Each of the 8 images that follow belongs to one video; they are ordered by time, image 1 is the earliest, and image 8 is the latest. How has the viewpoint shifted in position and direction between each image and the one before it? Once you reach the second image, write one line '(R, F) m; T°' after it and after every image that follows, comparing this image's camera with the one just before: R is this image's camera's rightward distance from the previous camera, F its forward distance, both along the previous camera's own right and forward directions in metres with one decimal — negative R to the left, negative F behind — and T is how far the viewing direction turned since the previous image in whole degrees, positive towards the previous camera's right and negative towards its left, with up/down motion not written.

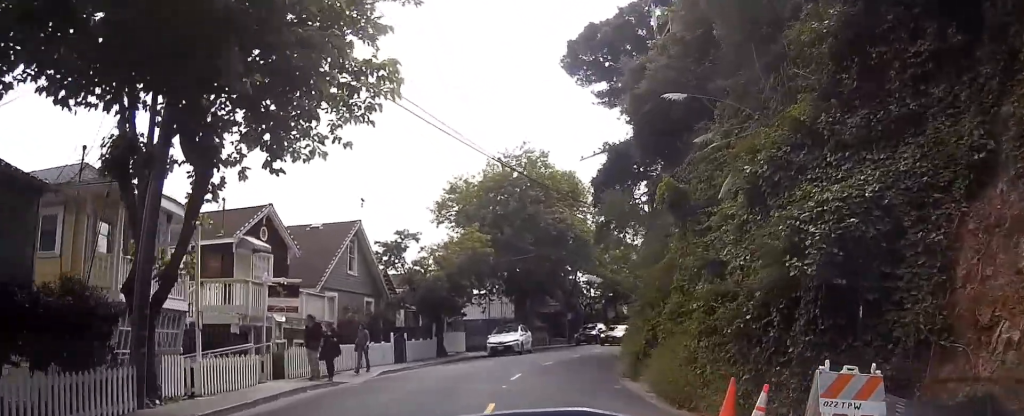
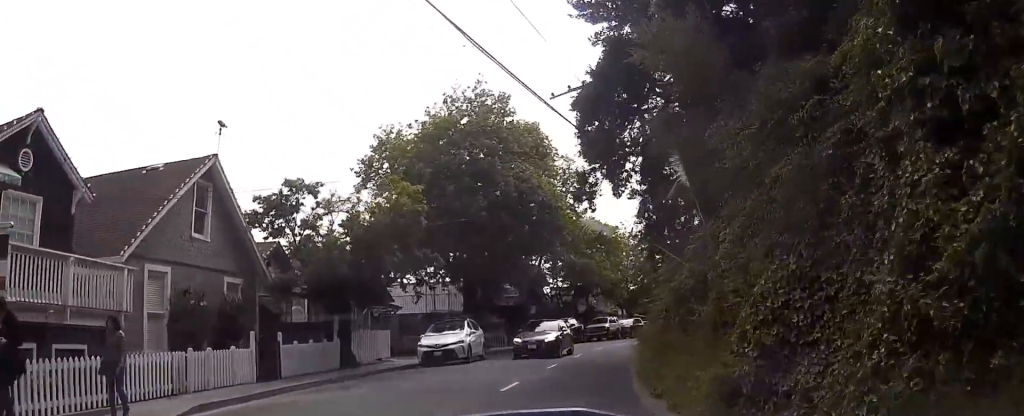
(+0.2, +11.6) m; +5°
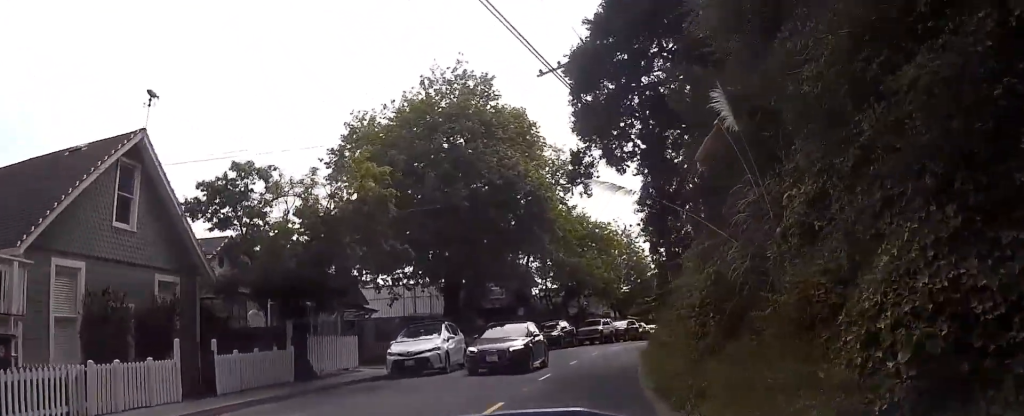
(+0.1, +3.6) m; +3°
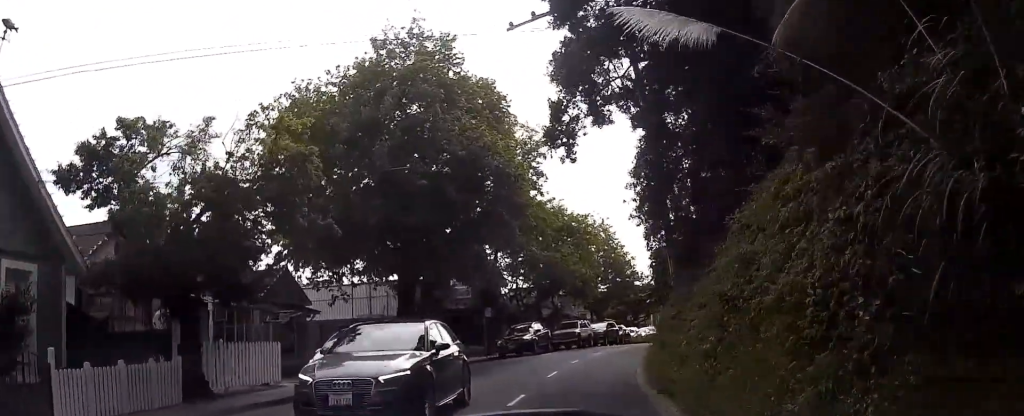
(+0.2, +5.4) m; +4°
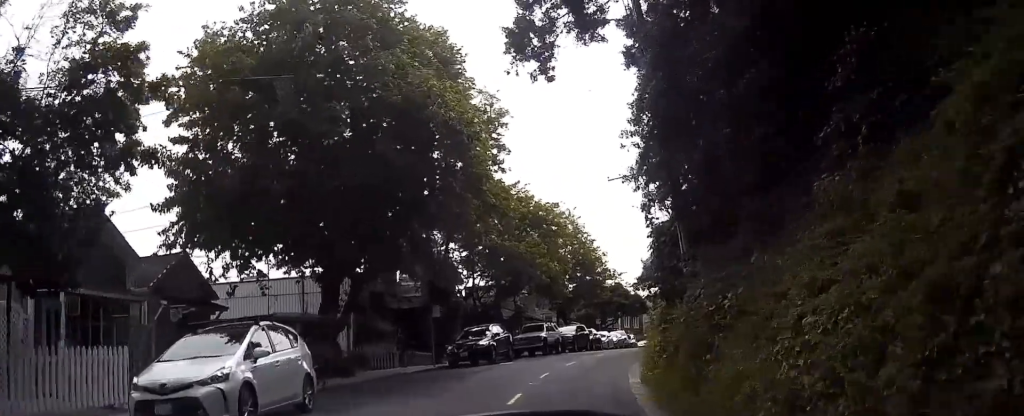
(+0.3, +6.8) m; +1°
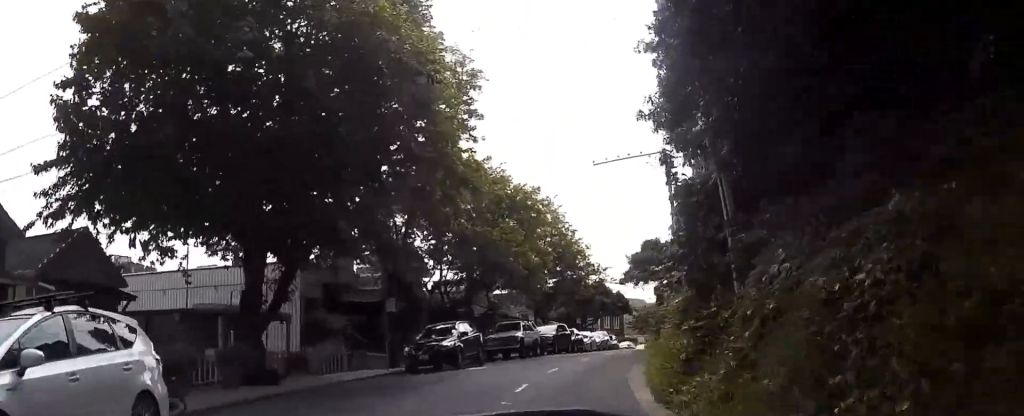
(+0.1, +5.4) m; -1°
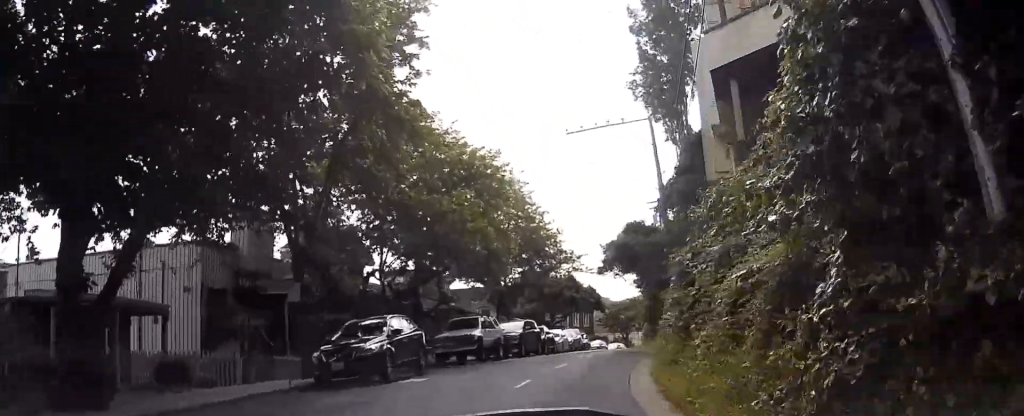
(-0.2, +7.6) m; -3°
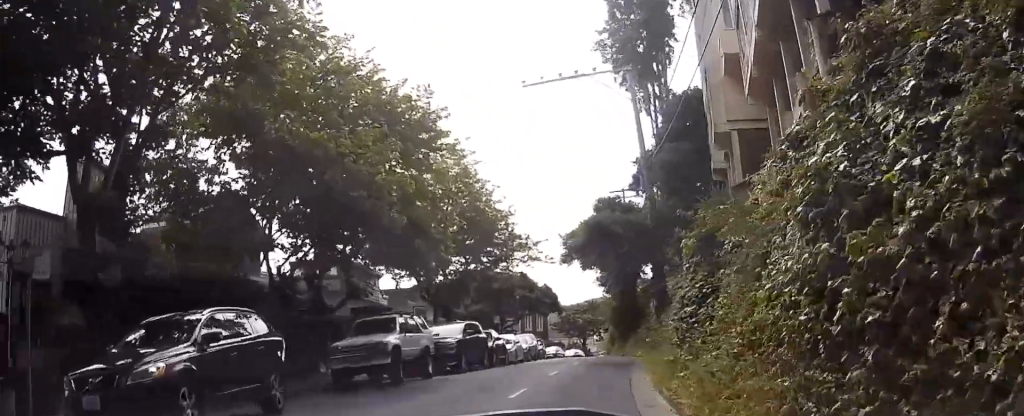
(-0.3, +9.5) m; +1°
